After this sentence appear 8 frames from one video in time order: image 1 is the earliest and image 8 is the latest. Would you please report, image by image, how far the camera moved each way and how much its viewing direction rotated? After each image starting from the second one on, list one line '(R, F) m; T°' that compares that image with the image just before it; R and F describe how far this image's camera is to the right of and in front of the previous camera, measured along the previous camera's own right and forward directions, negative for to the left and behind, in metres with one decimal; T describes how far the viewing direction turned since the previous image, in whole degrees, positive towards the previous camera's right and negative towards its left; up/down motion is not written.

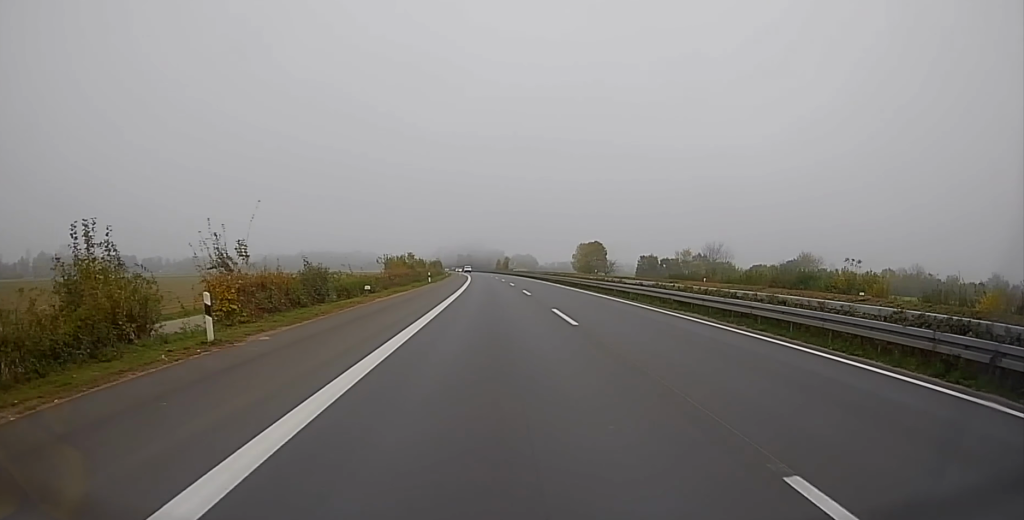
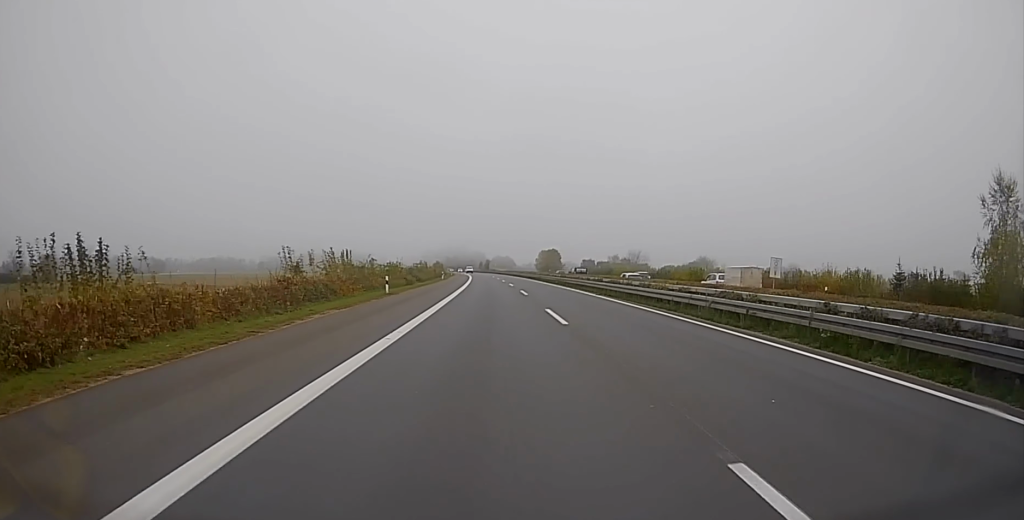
(+2.4, +71.1) m; +4°
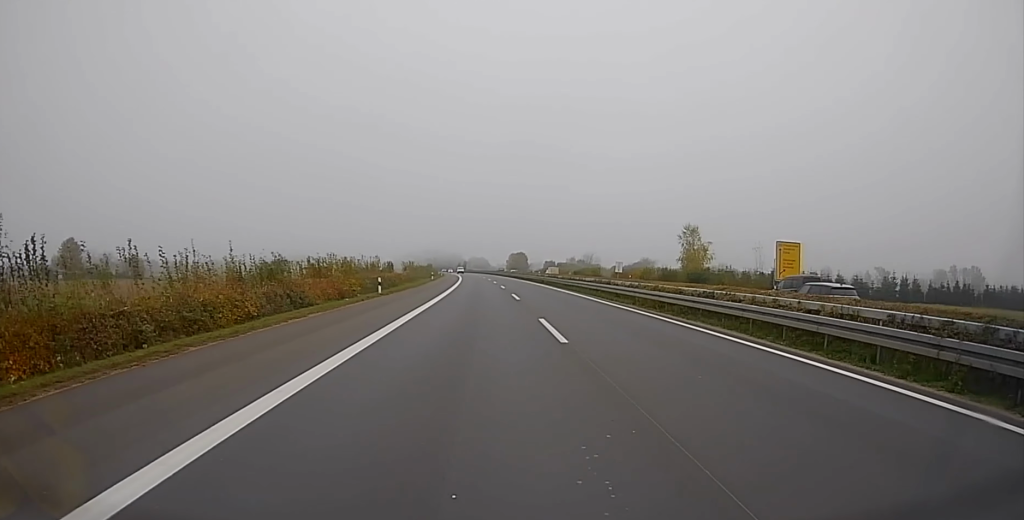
(+0.2, +50.5) m; +2°
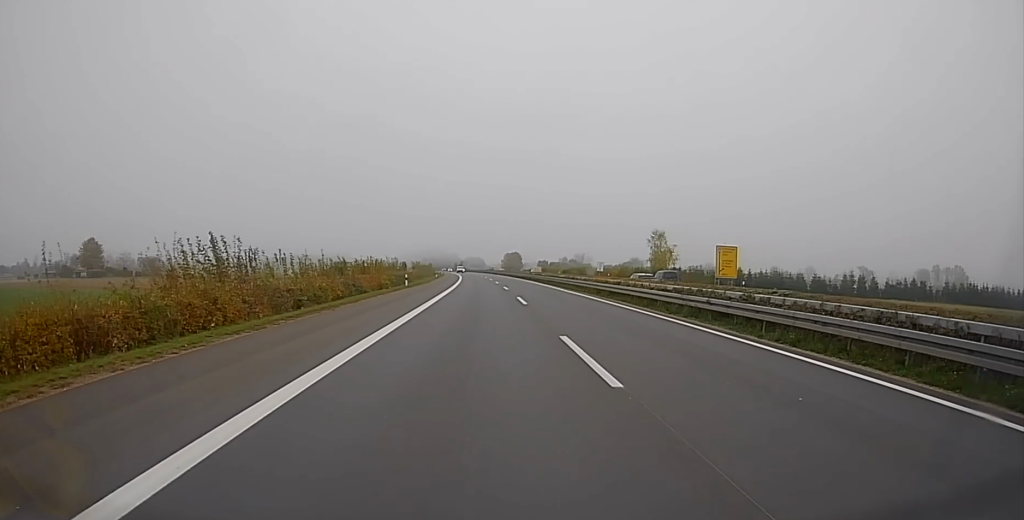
(+0.4, +12.9) m; +1°
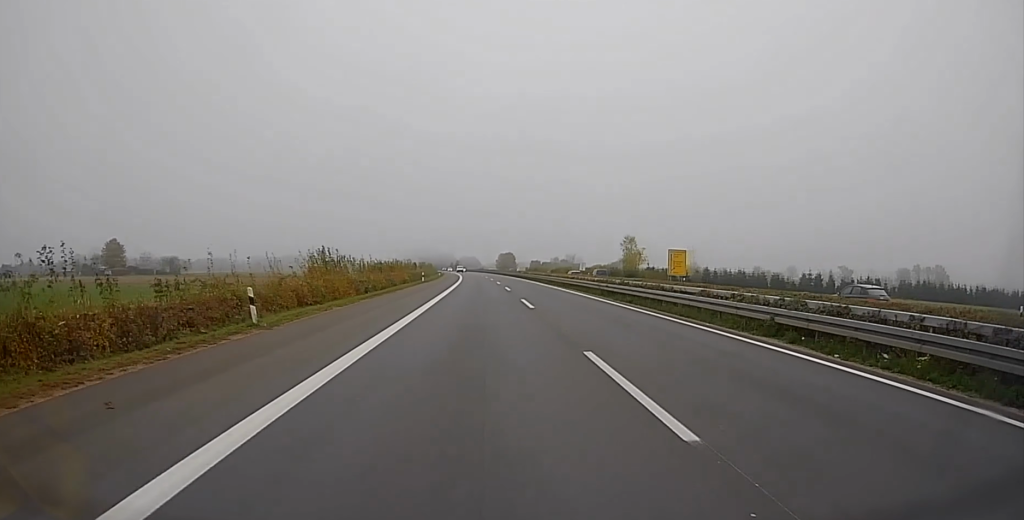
(+0.3, +14.9) m; +1°
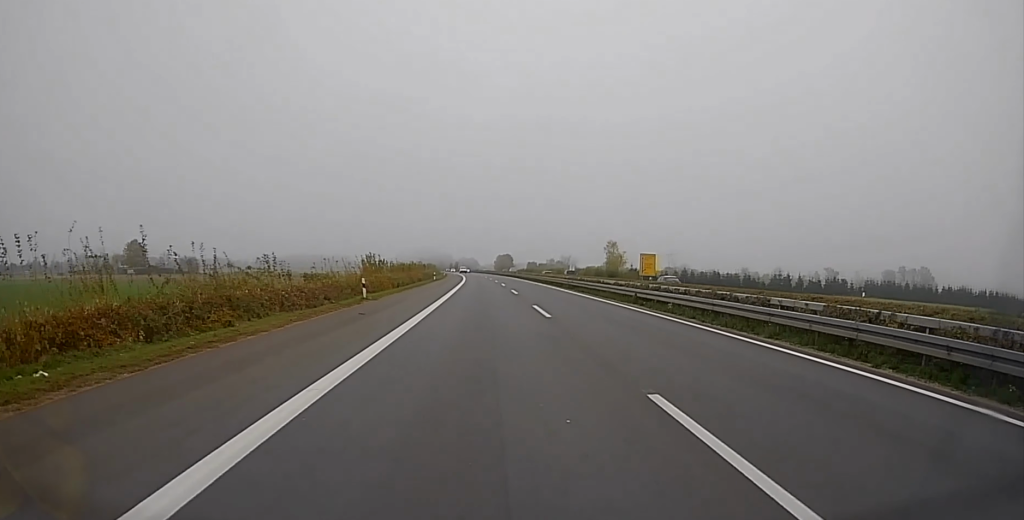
(0.0, +14.9) m; 0°
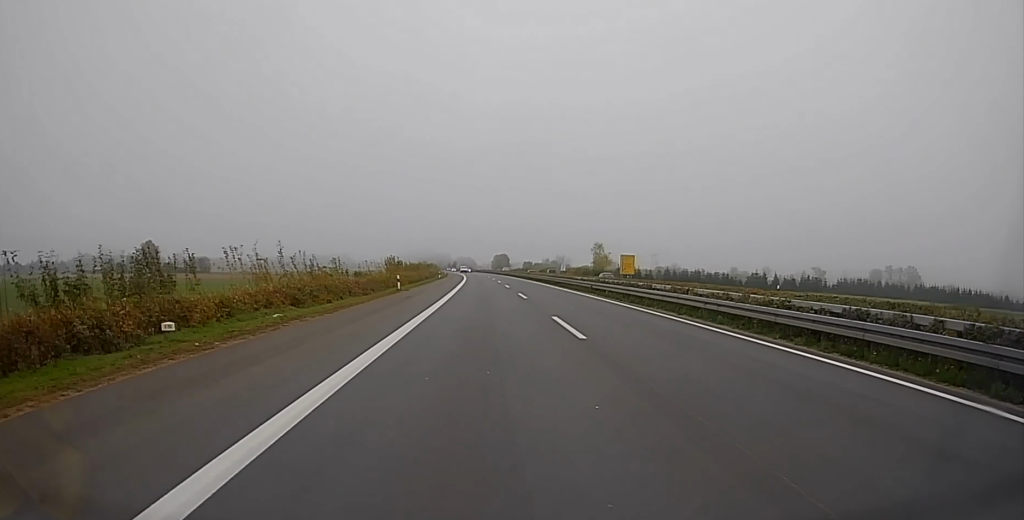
(0.0, +11.9) m; 0°
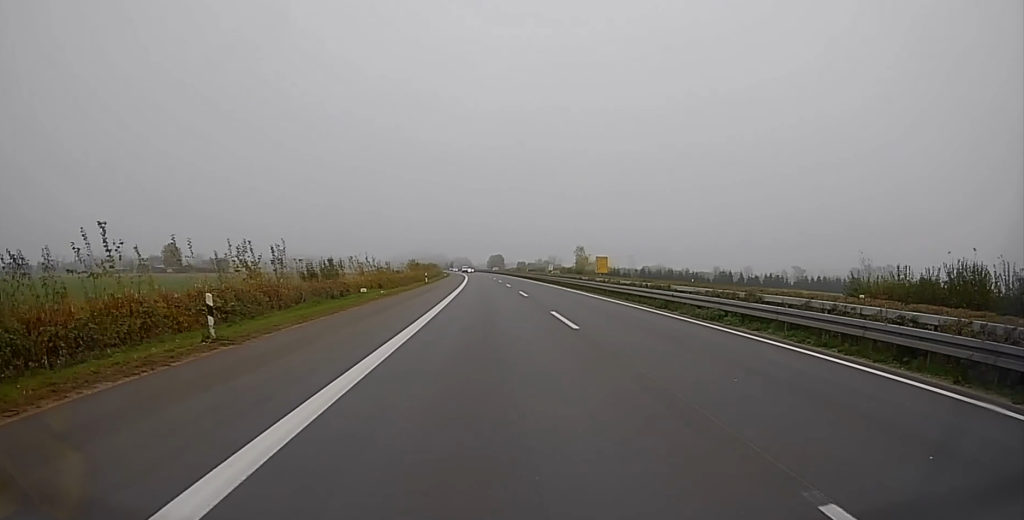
(0.0, +19.8) m; 0°
